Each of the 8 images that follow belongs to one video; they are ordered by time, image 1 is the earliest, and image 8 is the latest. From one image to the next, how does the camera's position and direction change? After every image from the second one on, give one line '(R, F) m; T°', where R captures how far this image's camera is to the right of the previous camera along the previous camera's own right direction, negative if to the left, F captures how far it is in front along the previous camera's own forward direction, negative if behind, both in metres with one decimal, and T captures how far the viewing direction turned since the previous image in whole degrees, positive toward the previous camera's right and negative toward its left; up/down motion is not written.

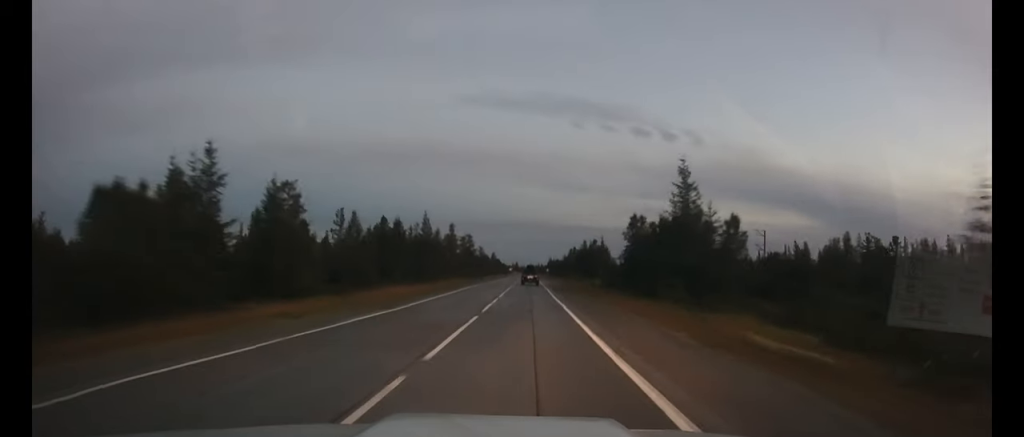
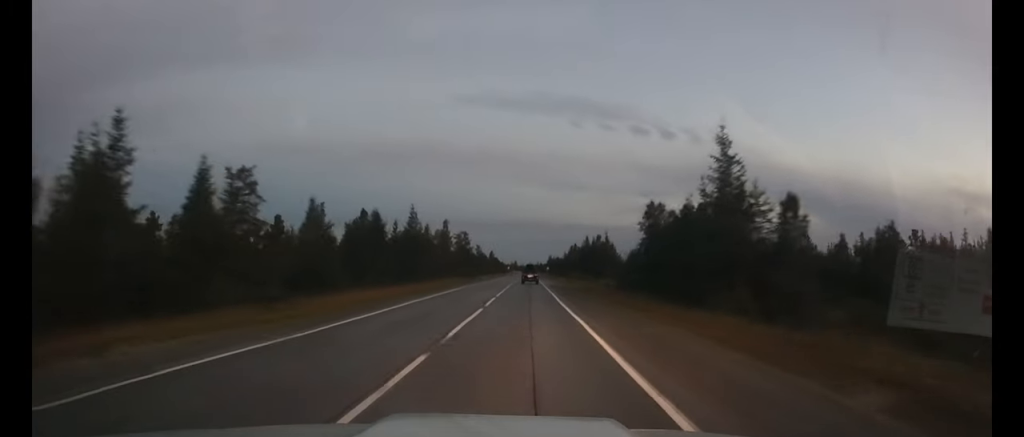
(0.0, +9.2) m; 0°
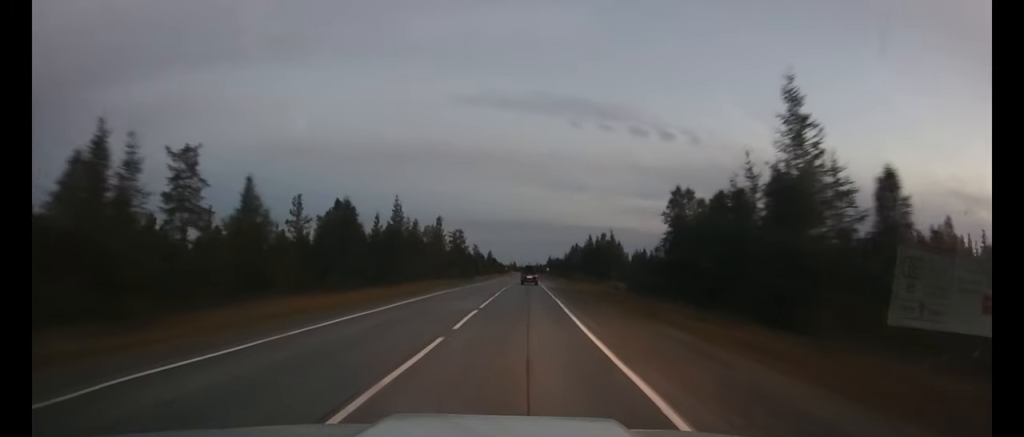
(0.0, +9.3) m; 0°
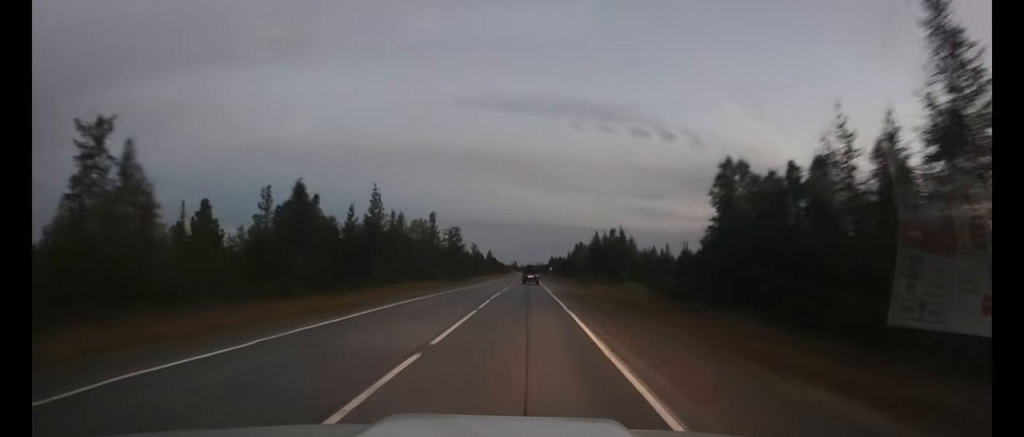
(0.0, +10.8) m; 0°
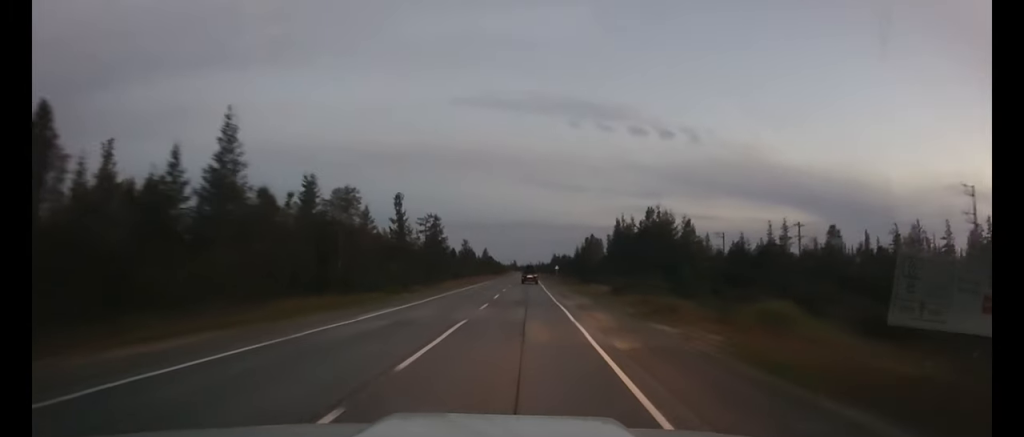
(0.0, +32.3) m; 0°
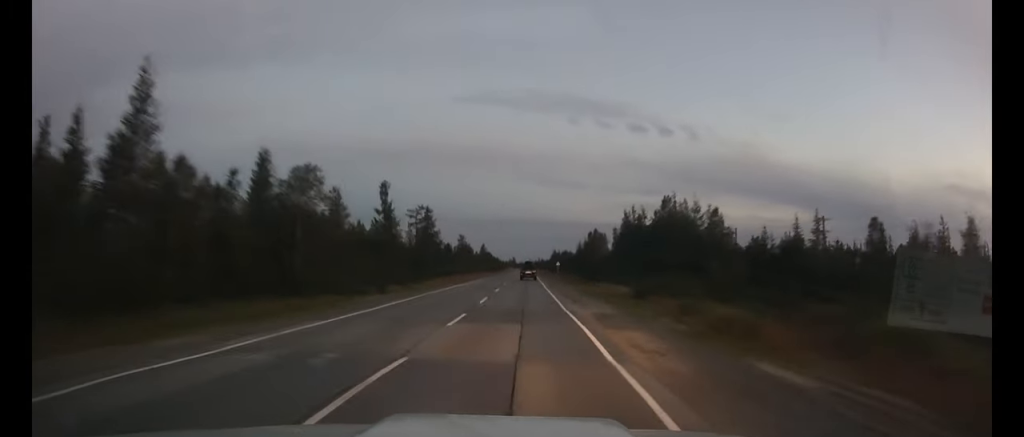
(0.0, +8.9) m; 0°
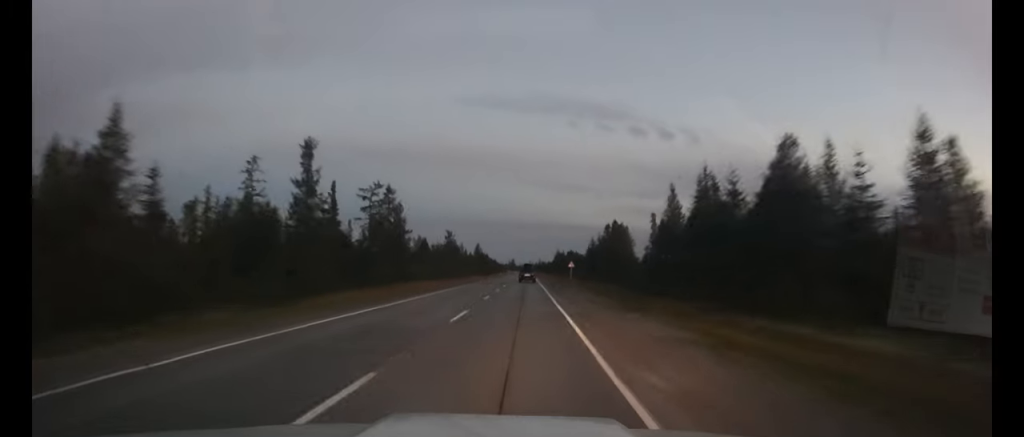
(+0.1, +30.7) m; 0°
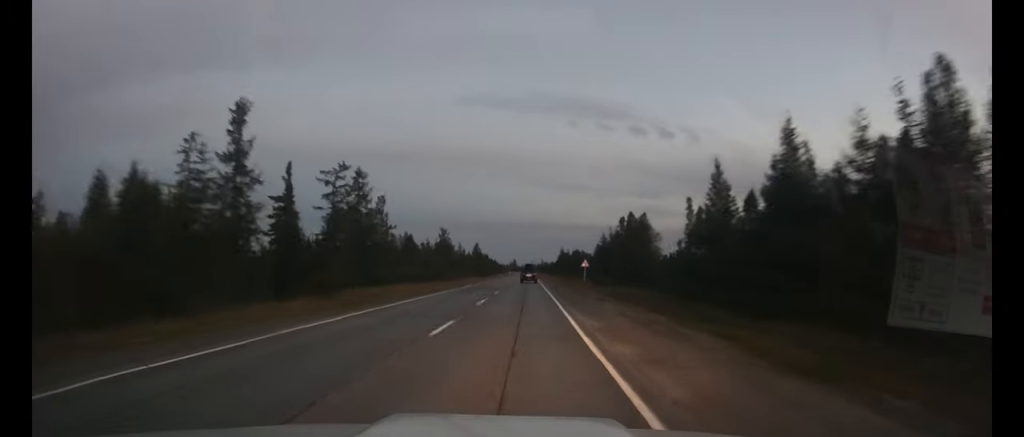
(0.0, +15.0) m; 0°
